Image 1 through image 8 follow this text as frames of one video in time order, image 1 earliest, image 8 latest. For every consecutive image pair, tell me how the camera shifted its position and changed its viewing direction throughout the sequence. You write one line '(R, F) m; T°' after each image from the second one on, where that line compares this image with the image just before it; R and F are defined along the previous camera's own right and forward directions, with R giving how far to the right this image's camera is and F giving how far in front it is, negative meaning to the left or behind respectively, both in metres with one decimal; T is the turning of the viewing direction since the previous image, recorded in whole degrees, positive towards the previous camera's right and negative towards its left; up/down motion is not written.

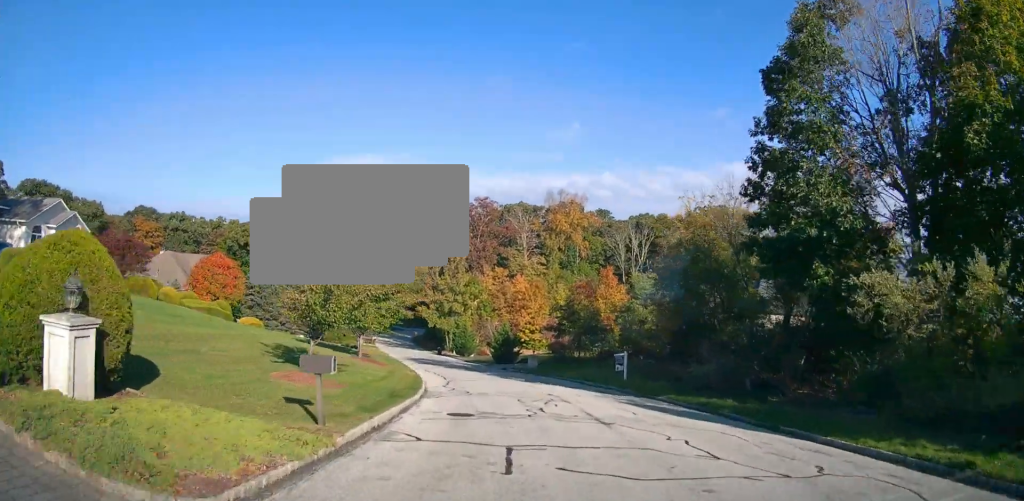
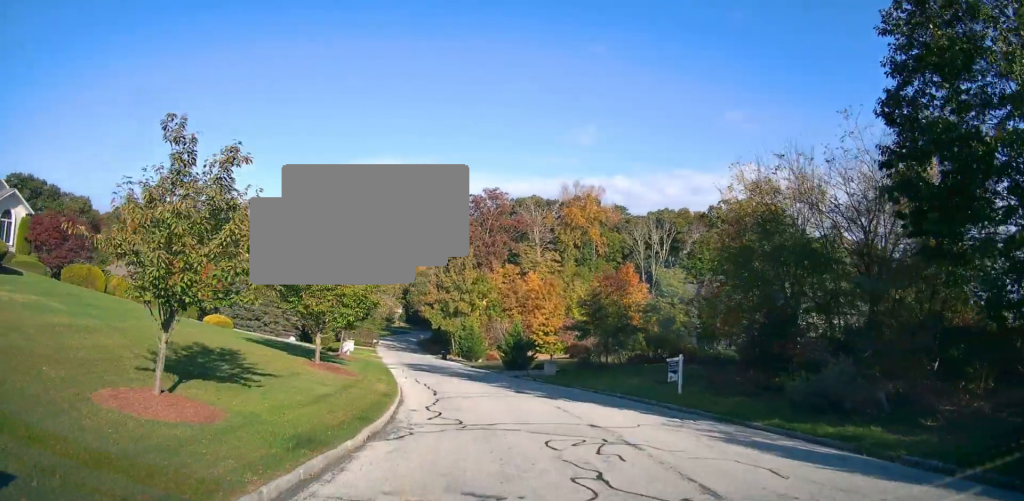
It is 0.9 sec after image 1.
(-0.4, +7.6) m; +6°
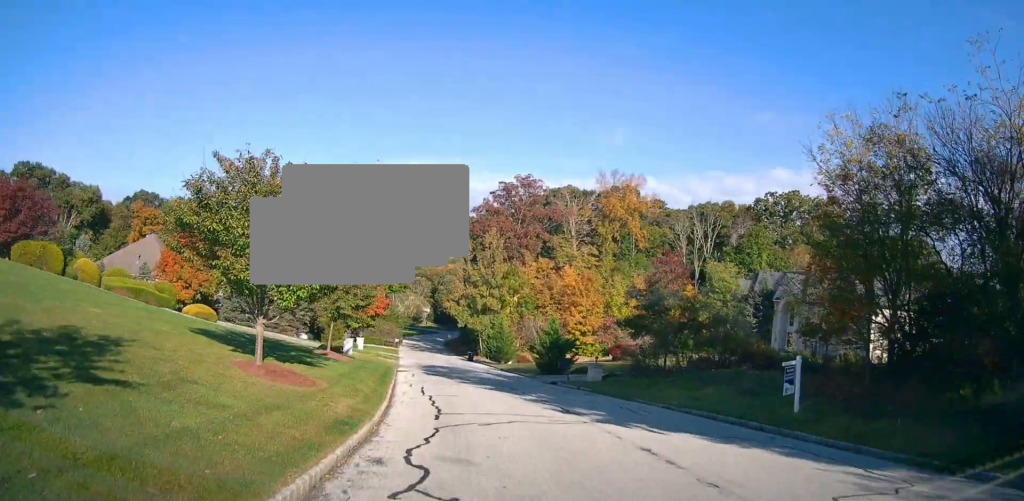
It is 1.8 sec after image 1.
(+1.4, +7.8) m; +4°
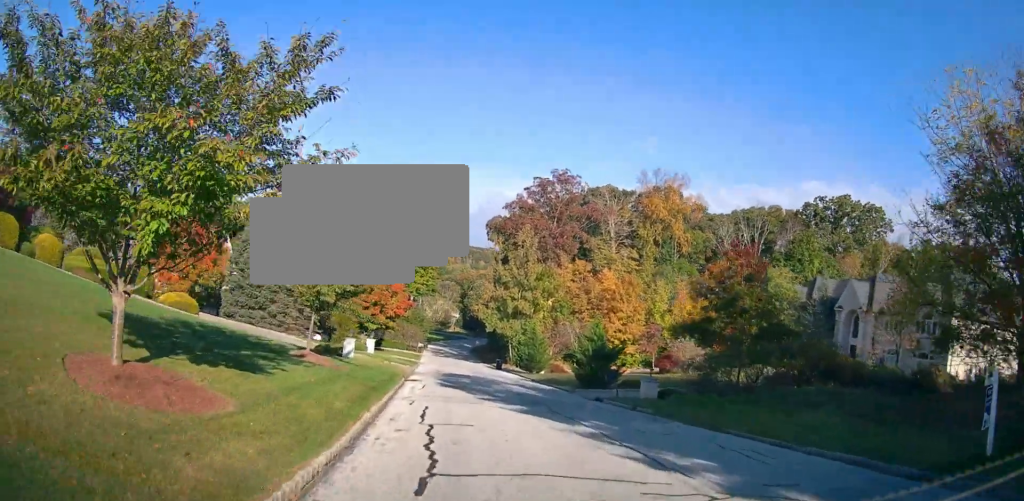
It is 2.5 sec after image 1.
(-0.7, +6.7) m; -9°
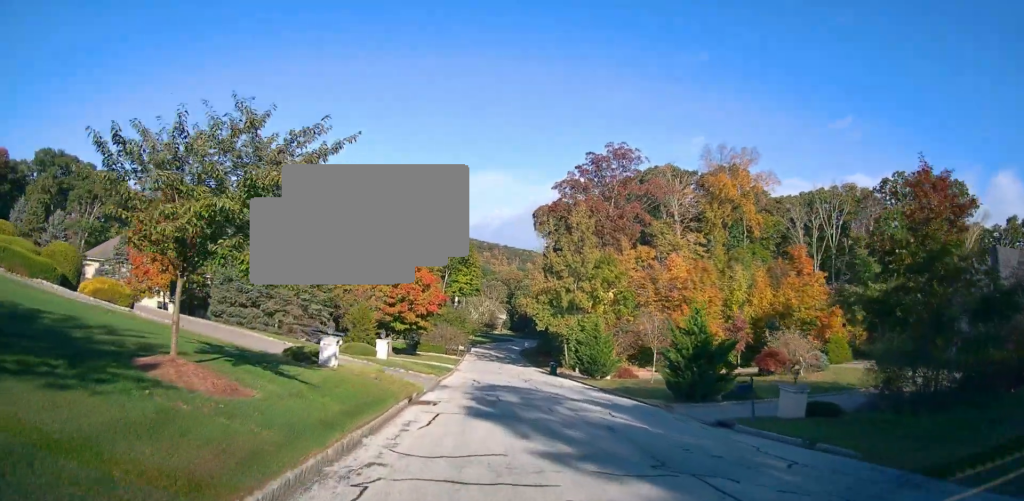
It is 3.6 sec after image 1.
(-1.2, +10.8) m; -7°
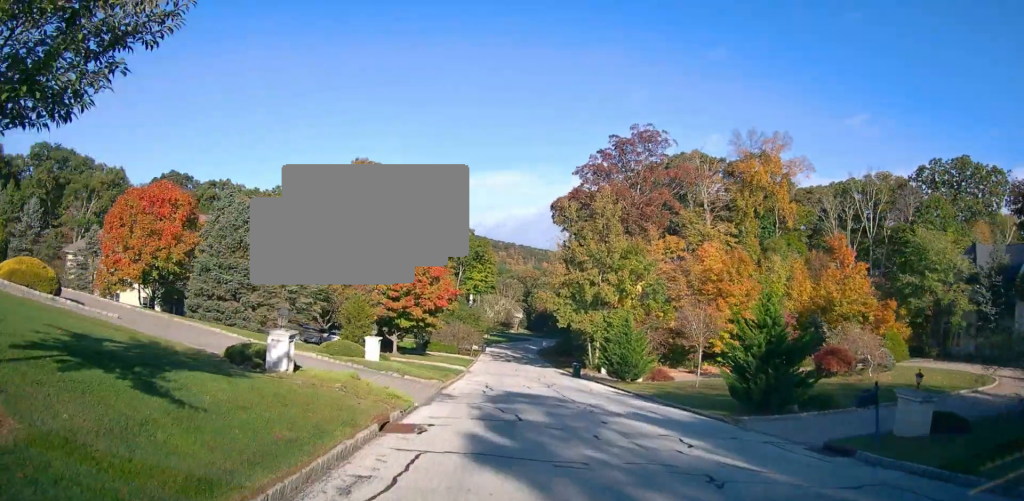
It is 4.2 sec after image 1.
(0.0, +5.6) m; -1°
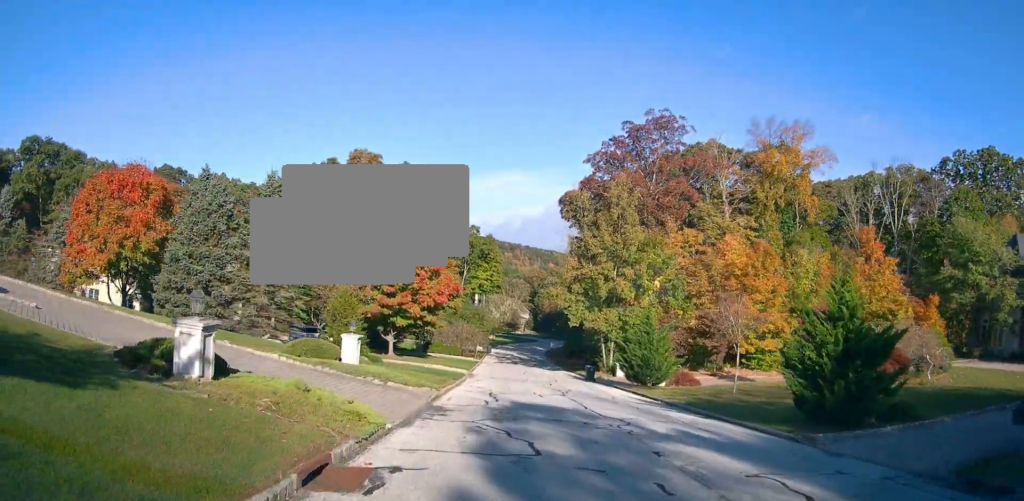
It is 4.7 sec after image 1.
(+0.1, +4.4) m; 0°
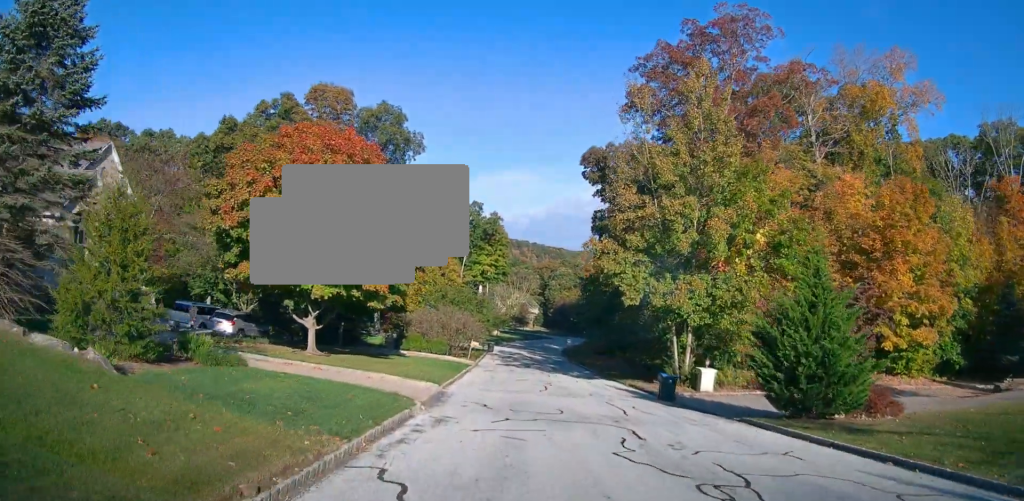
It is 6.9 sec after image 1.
(-1.6, +18.9) m; -10°
